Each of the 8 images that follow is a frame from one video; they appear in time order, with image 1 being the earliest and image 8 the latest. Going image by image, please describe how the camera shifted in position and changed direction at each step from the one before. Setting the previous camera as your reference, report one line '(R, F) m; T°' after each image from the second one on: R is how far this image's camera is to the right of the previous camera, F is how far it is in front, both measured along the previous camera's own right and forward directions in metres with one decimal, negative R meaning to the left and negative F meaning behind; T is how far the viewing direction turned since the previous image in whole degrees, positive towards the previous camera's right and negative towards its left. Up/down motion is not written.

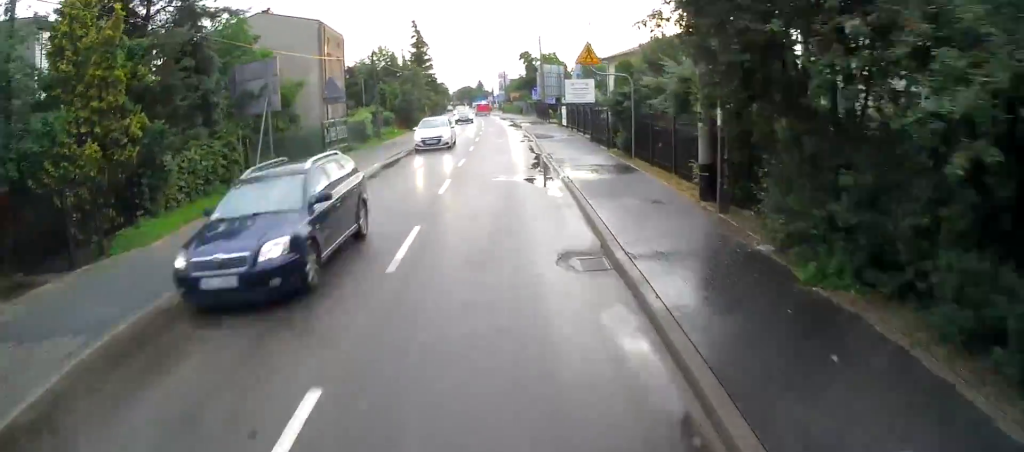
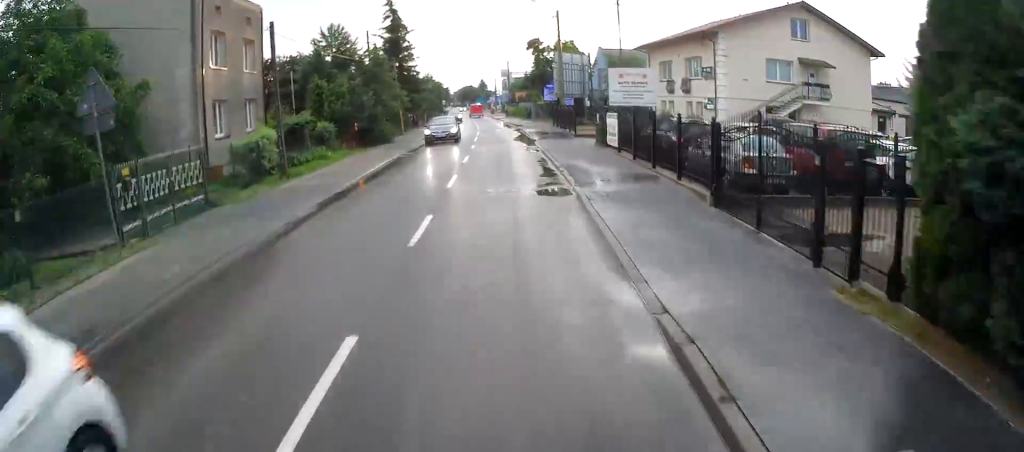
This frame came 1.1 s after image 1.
(-0.9, +17.0) m; -2°
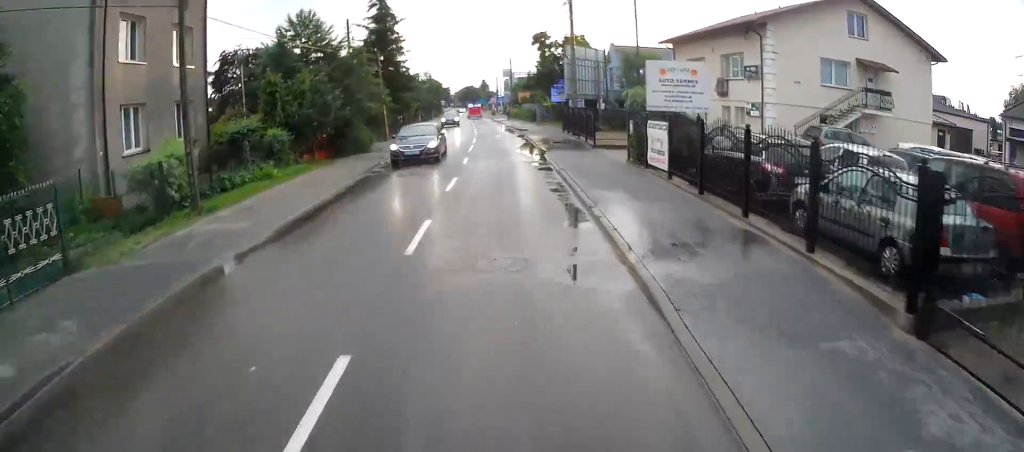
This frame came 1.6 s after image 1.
(+0.2, +6.6) m; +1°
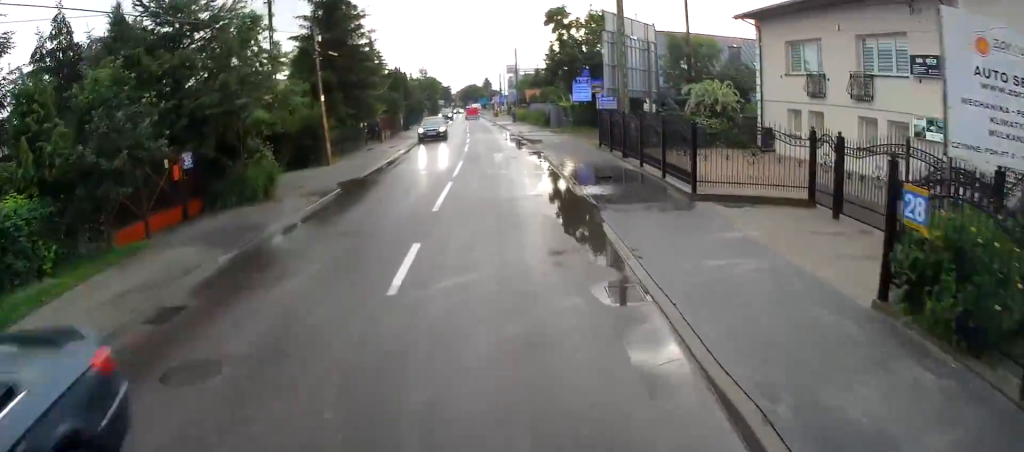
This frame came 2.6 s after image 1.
(+0.2, +14.1) m; +1°
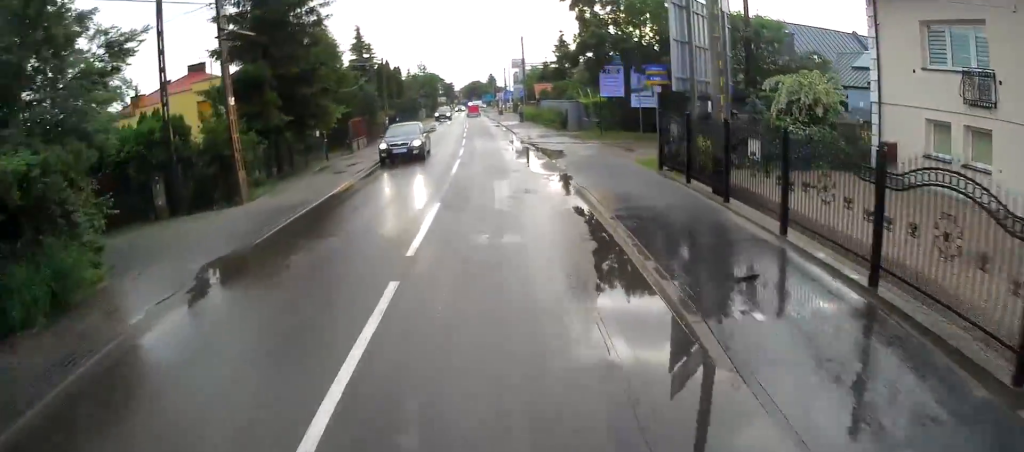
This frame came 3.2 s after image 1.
(0.0, +9.4) m; 0°
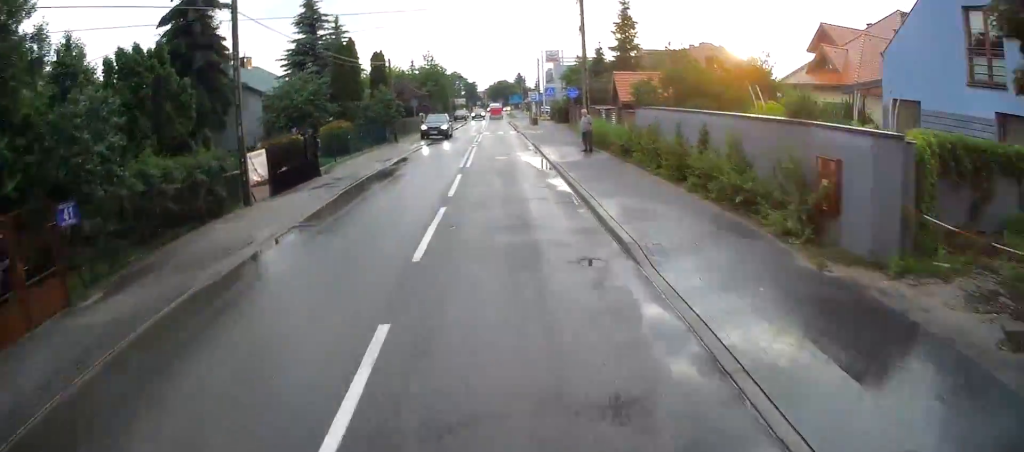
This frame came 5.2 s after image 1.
(-0.9, +27.4) m; -4°
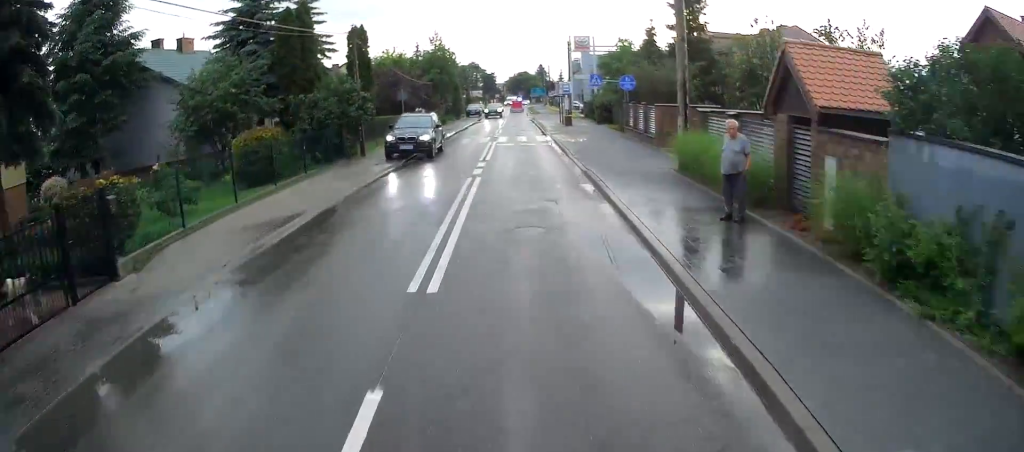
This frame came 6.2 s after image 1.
(0.0, +14.0) m; 0°
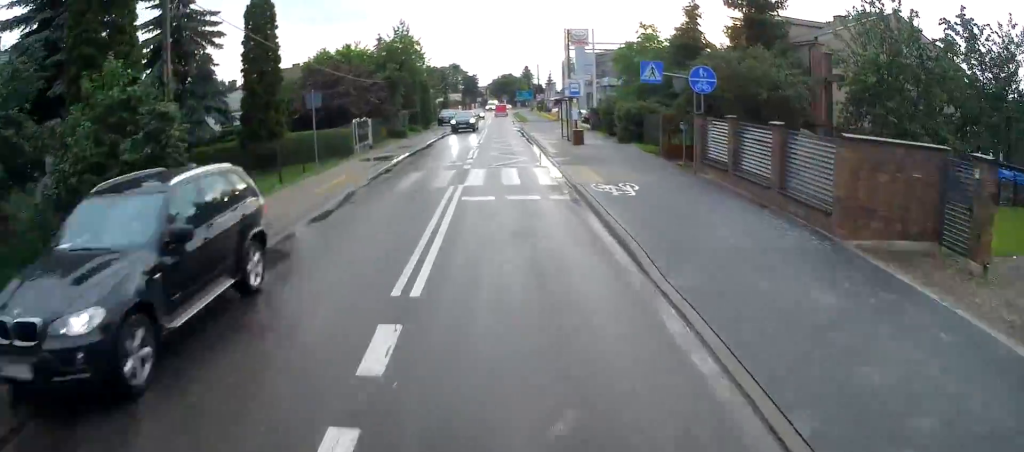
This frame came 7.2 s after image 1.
(-0.1, +14.6) m; -1°
